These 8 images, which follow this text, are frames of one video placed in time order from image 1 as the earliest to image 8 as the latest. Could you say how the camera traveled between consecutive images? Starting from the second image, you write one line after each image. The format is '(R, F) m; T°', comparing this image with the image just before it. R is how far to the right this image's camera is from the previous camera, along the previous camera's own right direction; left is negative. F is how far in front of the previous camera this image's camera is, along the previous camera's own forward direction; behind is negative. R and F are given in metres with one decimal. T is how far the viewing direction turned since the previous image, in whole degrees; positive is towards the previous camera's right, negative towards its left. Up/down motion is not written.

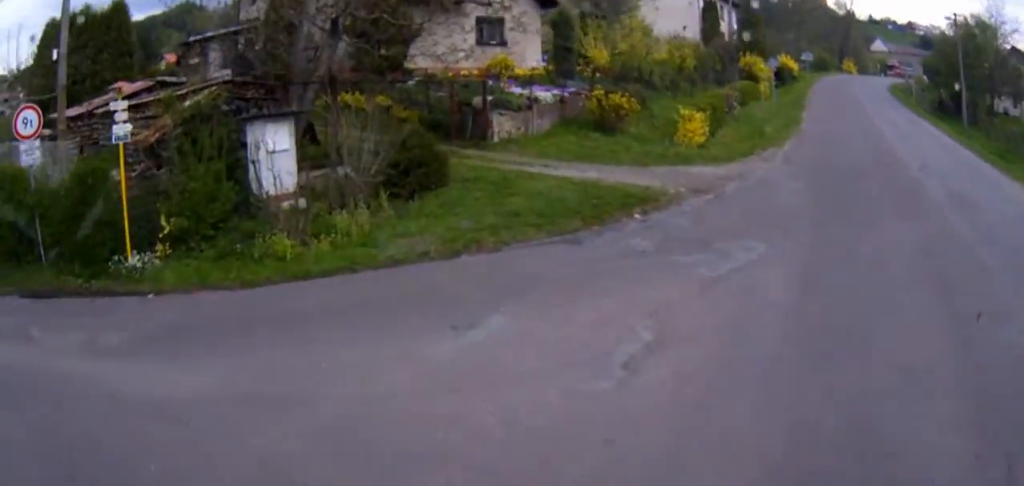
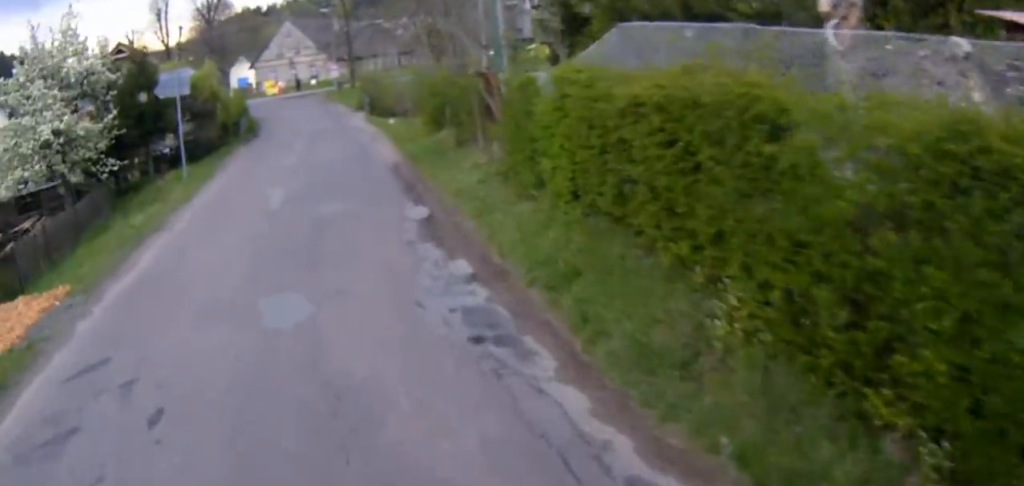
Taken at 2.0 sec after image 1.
(-3.9, +19.6) m; -25°
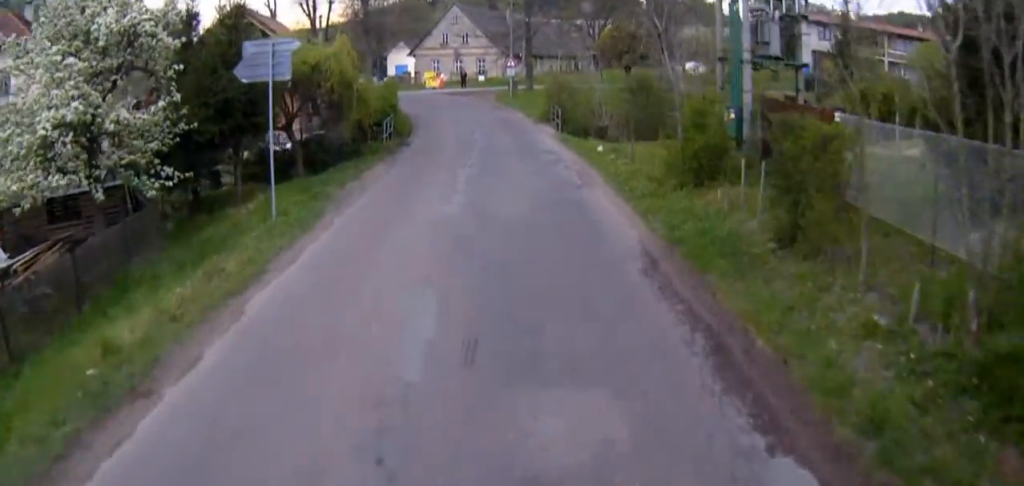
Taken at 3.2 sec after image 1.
(-3.1, +11.3) m; -17°
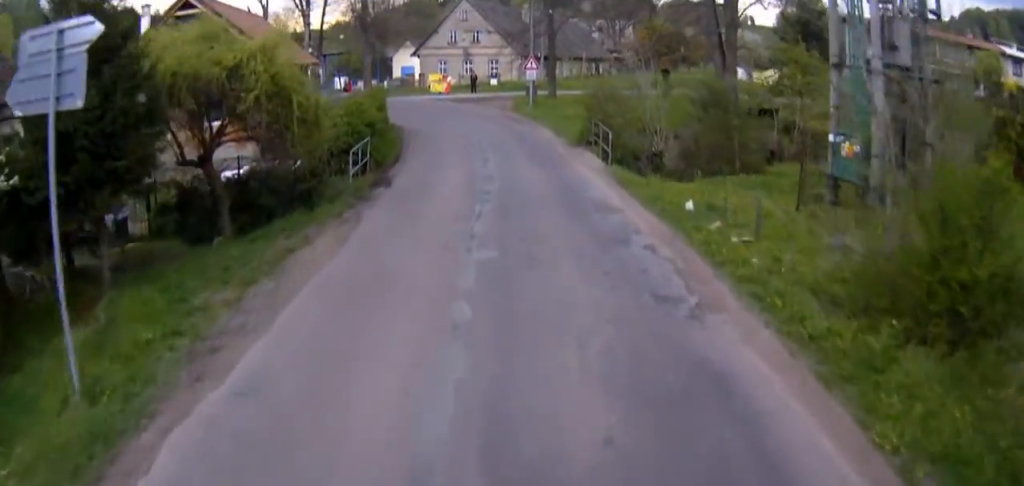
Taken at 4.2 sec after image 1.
(+0.2, +9.2) m; +15°
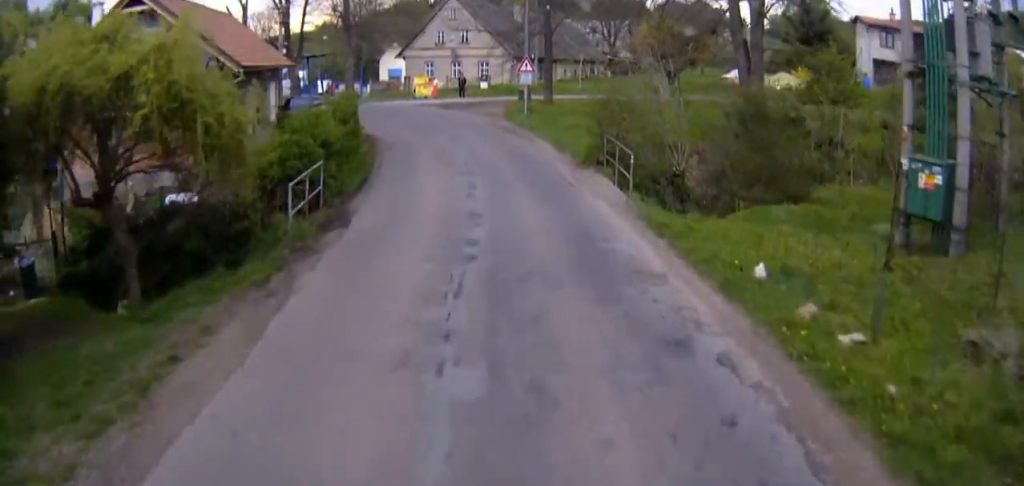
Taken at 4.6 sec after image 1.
(+0.5, +4.3) m; +13°
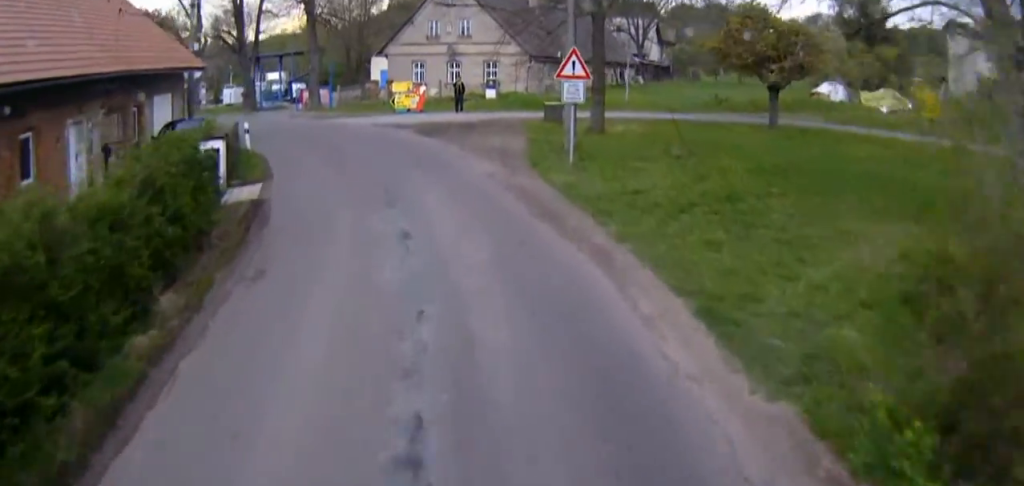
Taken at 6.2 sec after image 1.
(+3.9, +13.6) m; +29°
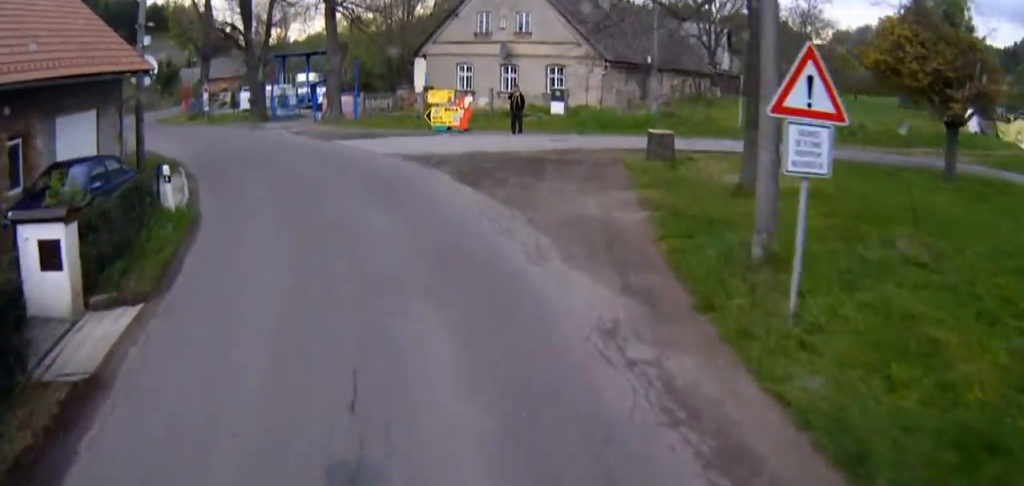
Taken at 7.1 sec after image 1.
(+1.0, +8.4) m; +8°
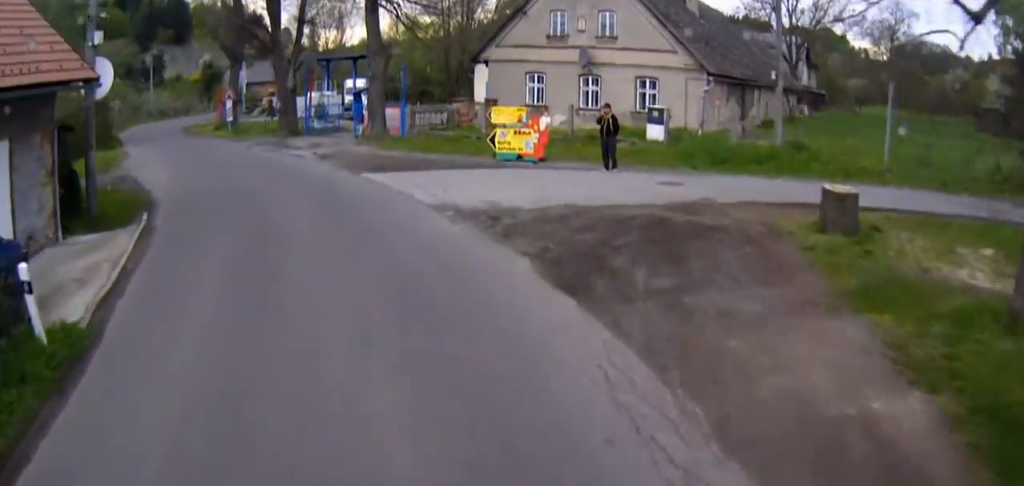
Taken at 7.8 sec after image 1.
(+0.1, +6.0) m; +1°
